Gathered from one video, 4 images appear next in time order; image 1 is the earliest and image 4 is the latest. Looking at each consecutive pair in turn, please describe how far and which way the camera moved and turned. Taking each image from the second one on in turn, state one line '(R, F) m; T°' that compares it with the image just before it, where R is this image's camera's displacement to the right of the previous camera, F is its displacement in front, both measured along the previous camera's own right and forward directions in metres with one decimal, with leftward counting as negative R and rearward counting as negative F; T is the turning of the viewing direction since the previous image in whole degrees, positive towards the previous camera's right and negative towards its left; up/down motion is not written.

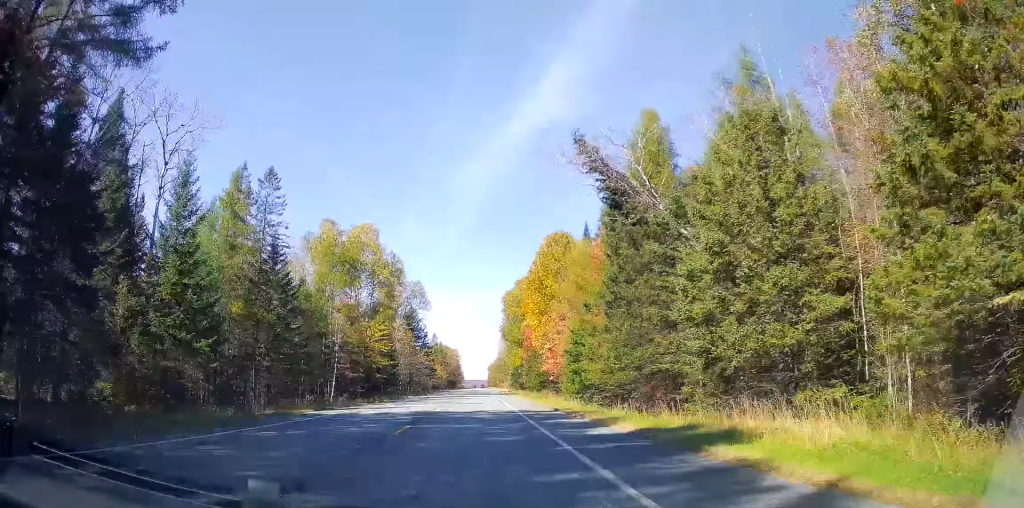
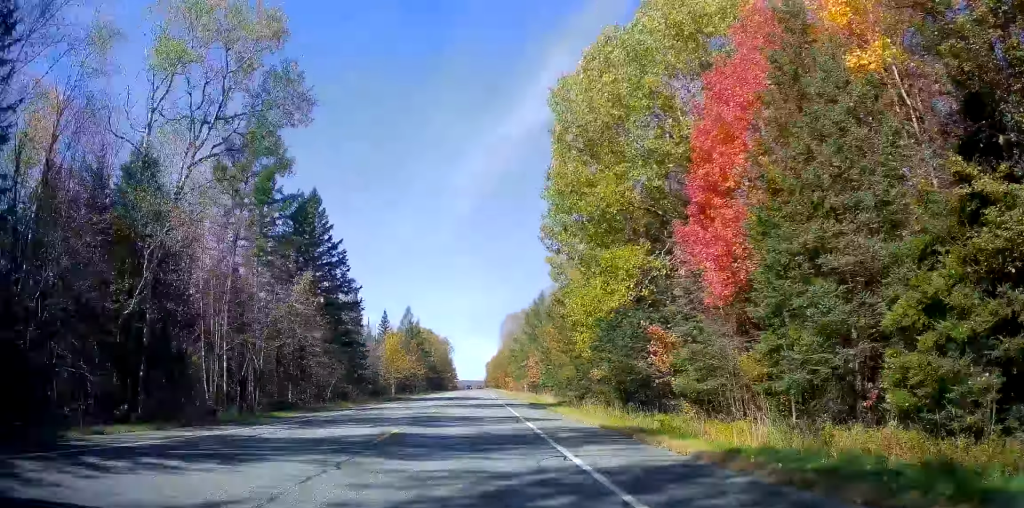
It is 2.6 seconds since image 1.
(-4.6, +73.5) m; -5°
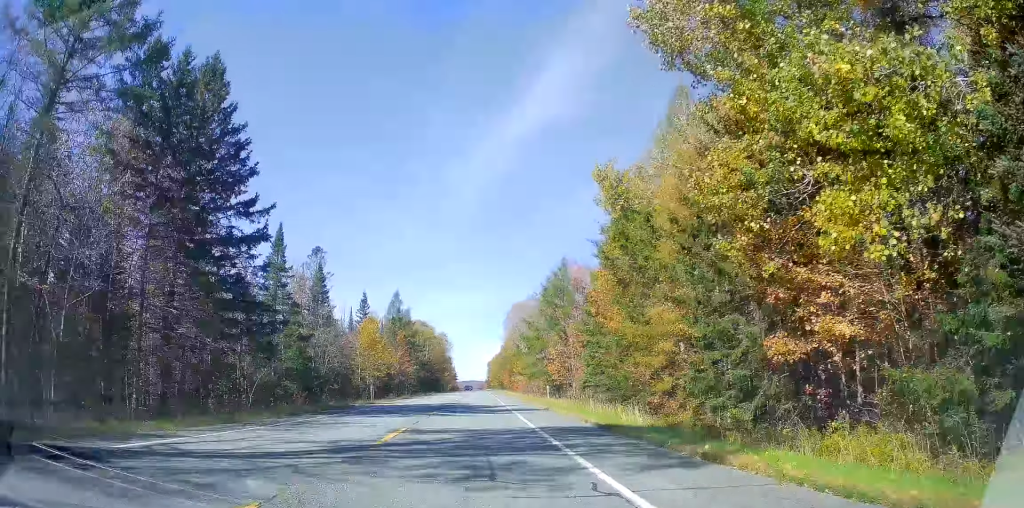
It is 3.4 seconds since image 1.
(+0.1, +22.7) m; -1°
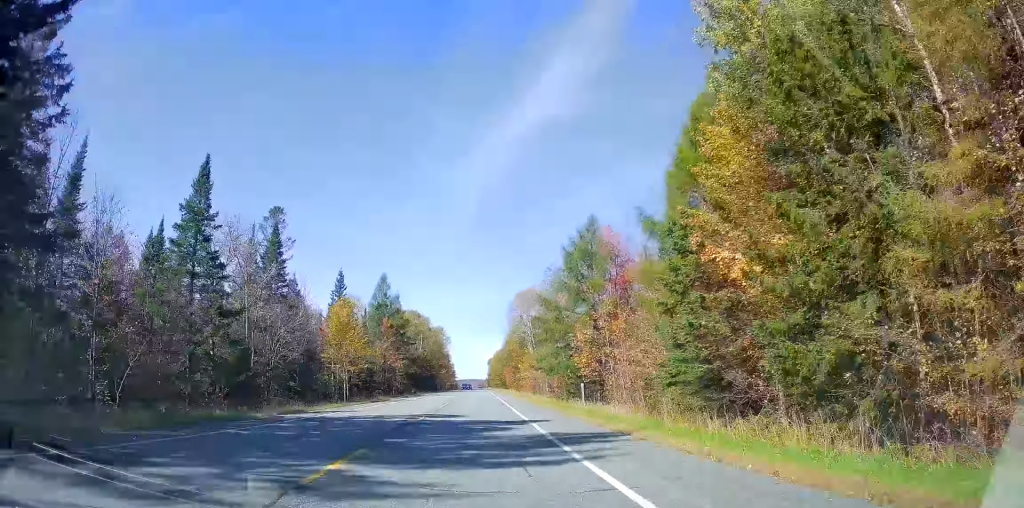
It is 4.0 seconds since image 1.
(-0.3, +17.0) m; -1°
